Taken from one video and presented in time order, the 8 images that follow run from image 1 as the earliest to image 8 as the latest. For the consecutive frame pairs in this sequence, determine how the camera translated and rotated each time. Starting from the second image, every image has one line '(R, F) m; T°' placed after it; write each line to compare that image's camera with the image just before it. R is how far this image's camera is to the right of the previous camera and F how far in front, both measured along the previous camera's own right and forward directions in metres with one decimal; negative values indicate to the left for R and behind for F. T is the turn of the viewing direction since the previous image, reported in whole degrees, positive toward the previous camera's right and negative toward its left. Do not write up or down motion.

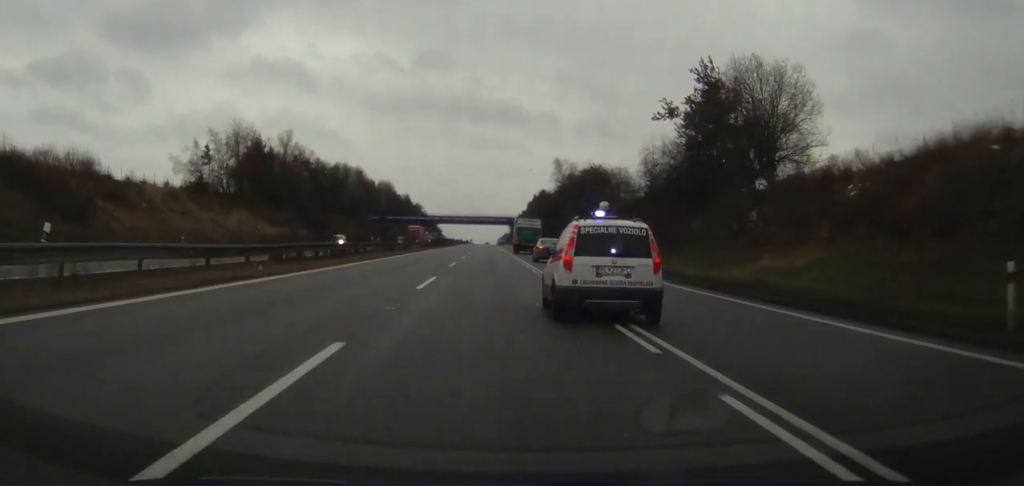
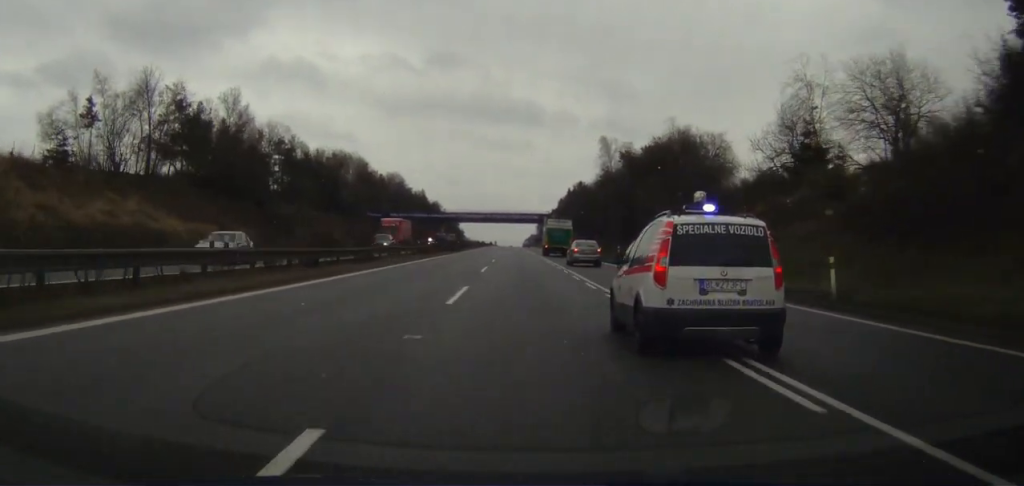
(-0.1, +37.6) m; -1°
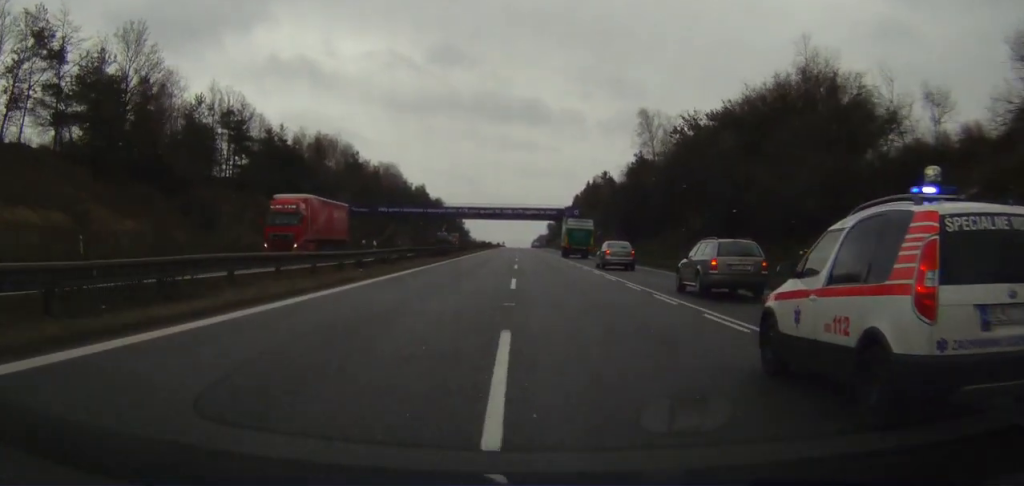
(-0.5, +29.2) m; -1°
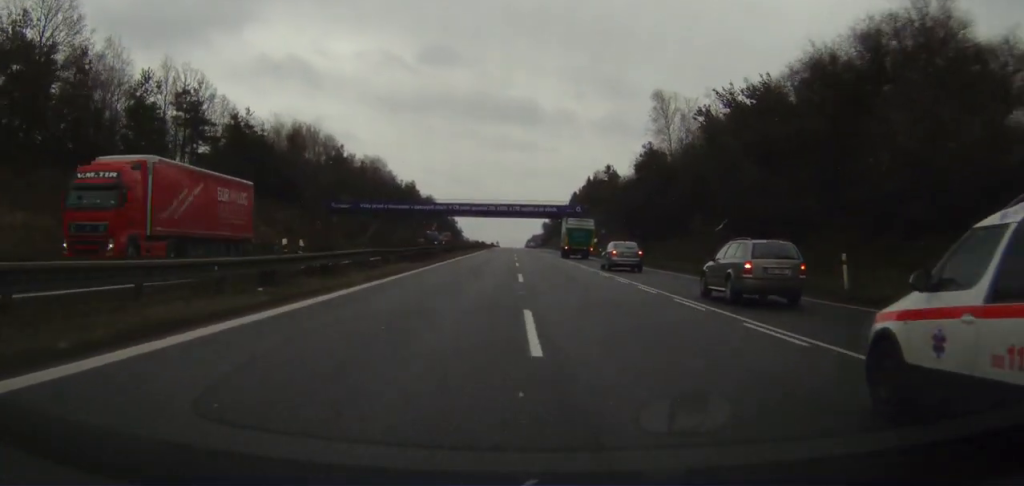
(-0.1, +12.3) m; 0°
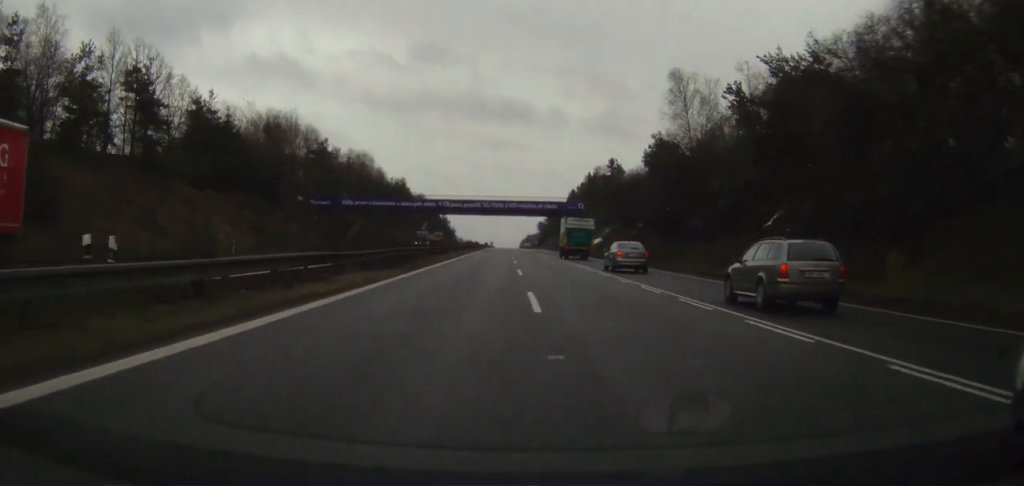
(0.0, +11.5) m; 0°
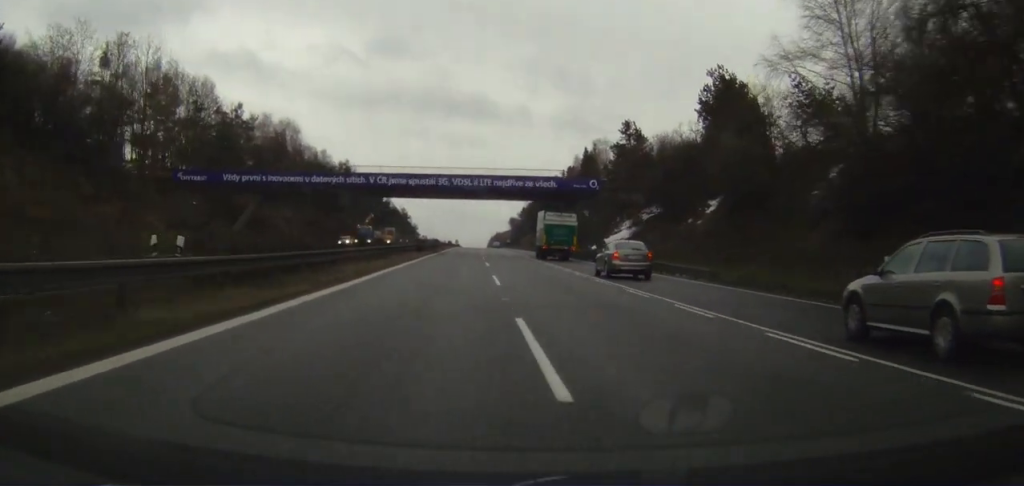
(+0.3, +42.2) m; +1°
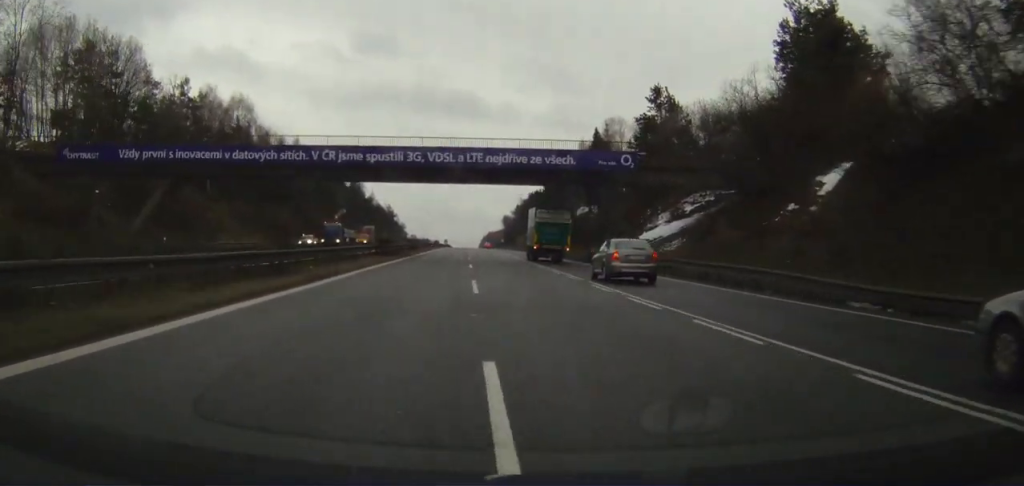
(+0.3, +21.4) m; +1°
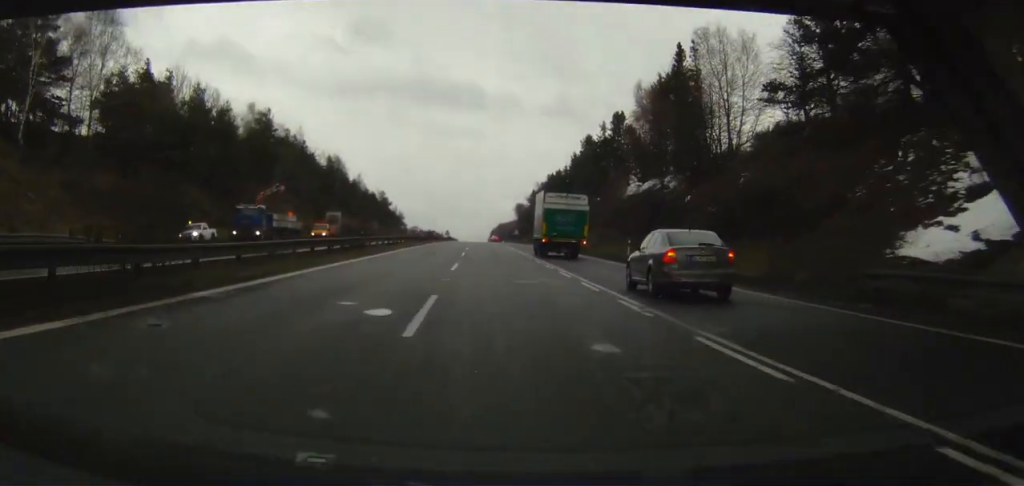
(+0.4, +43.8) m; +1°
